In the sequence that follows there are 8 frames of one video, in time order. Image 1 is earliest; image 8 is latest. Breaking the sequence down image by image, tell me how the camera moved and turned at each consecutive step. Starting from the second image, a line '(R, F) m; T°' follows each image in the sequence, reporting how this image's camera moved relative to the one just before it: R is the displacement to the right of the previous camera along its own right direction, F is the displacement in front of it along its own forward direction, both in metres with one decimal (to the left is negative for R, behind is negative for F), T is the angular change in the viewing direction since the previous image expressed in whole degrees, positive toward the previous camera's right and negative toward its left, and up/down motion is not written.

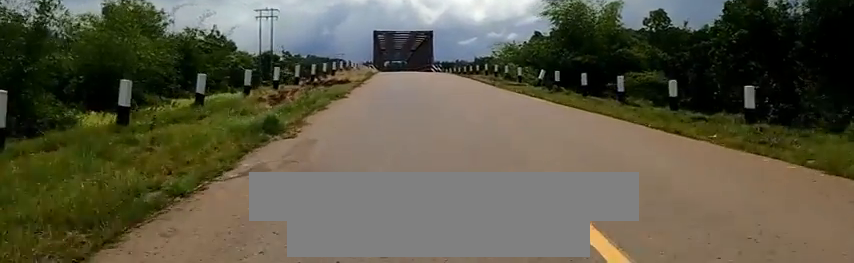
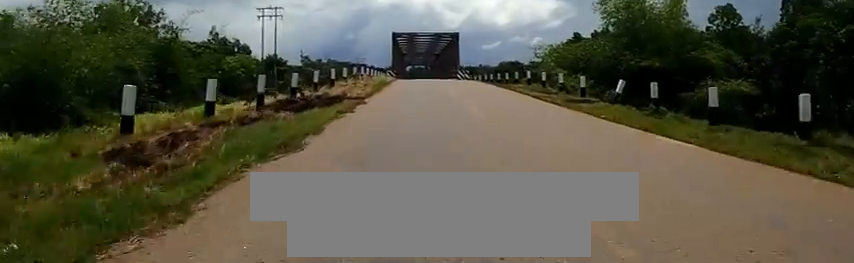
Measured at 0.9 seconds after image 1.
(-0.1, +7.6) m; +2°
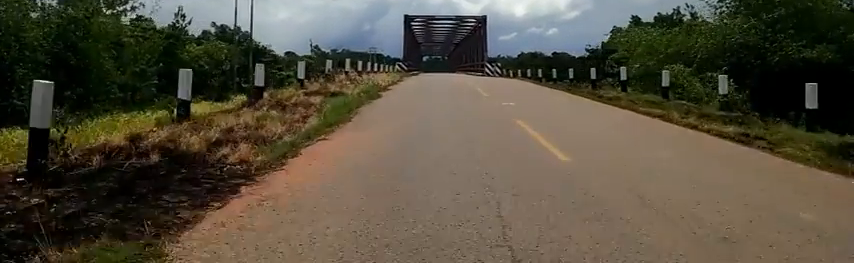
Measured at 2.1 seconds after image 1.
(+0.5, +11.0) m; +1°
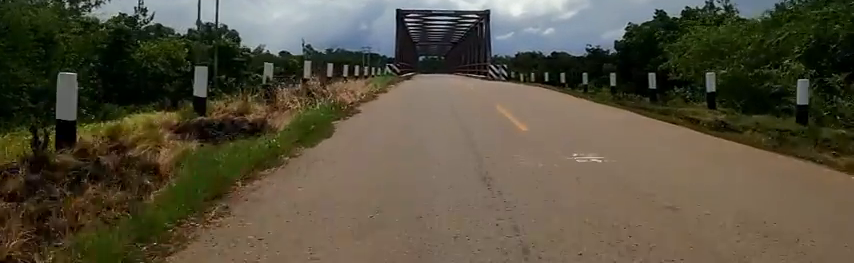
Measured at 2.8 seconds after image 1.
(-0.3, +6.0) m; -2°
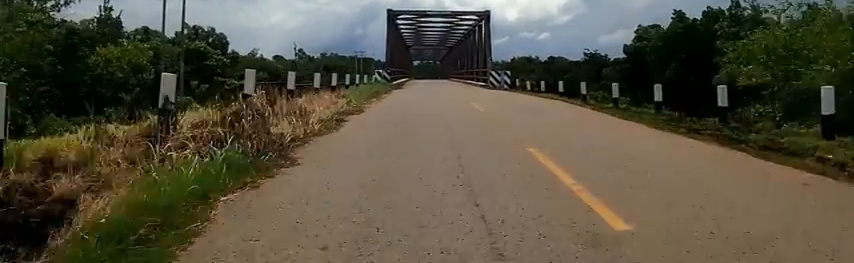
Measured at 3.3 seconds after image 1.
(-0.1, +4.3) m; -1°
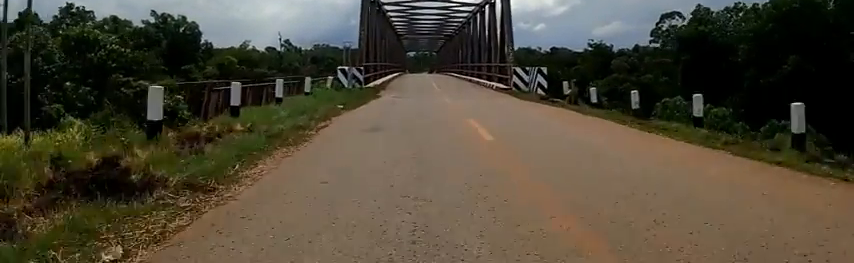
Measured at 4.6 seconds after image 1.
(0.0, +13.2) m; 0°
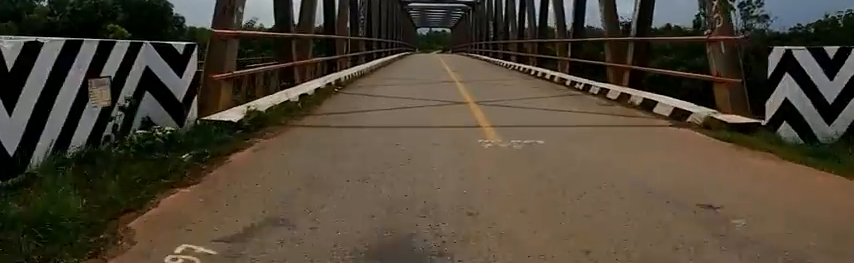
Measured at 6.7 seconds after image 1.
(-0.2, +20.8) m; -1°
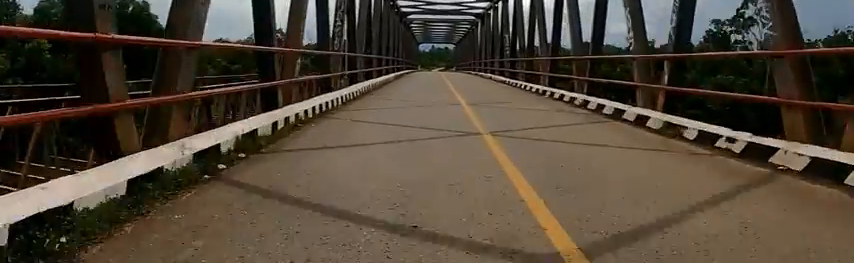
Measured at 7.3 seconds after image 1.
(0.0, +6.8) m; 0°
